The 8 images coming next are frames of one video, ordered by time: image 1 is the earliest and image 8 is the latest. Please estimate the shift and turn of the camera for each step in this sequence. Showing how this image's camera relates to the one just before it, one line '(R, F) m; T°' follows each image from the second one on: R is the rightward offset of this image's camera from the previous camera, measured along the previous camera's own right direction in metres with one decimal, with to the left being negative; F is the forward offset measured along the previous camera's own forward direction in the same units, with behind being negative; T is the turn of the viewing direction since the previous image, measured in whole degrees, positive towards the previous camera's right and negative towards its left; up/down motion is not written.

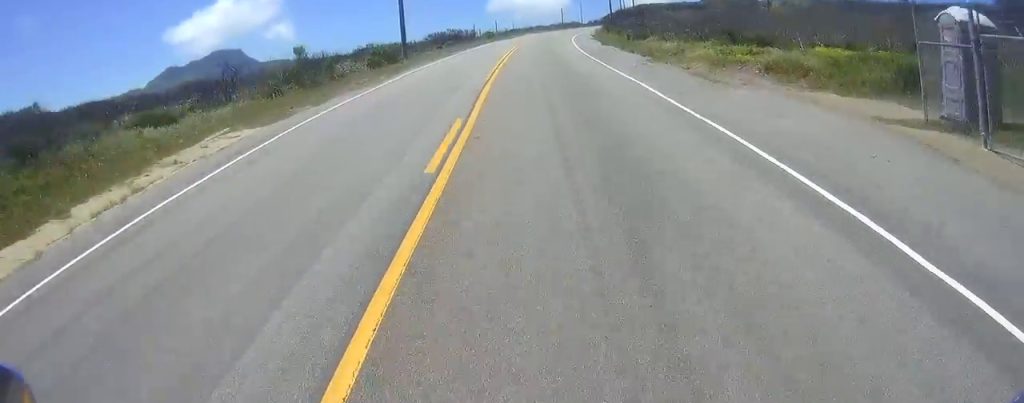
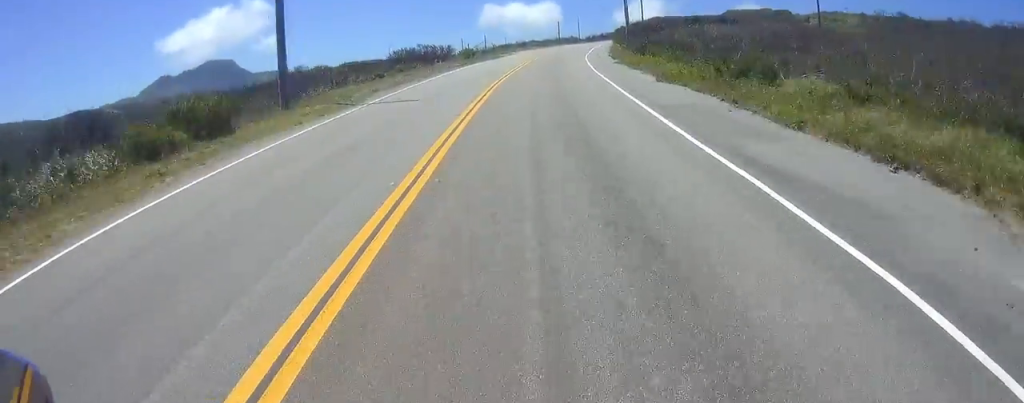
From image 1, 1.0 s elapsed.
(+1.3, +22.4) m; +3°
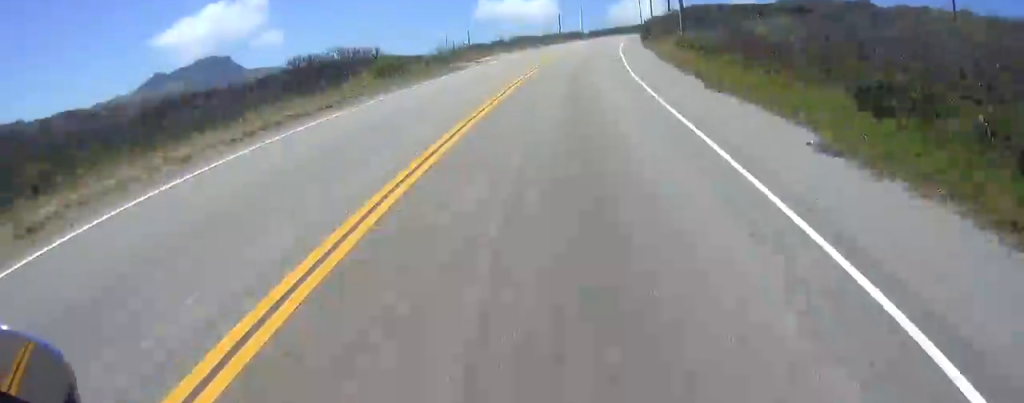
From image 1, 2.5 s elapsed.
(0.0, +34.6) m; 0°
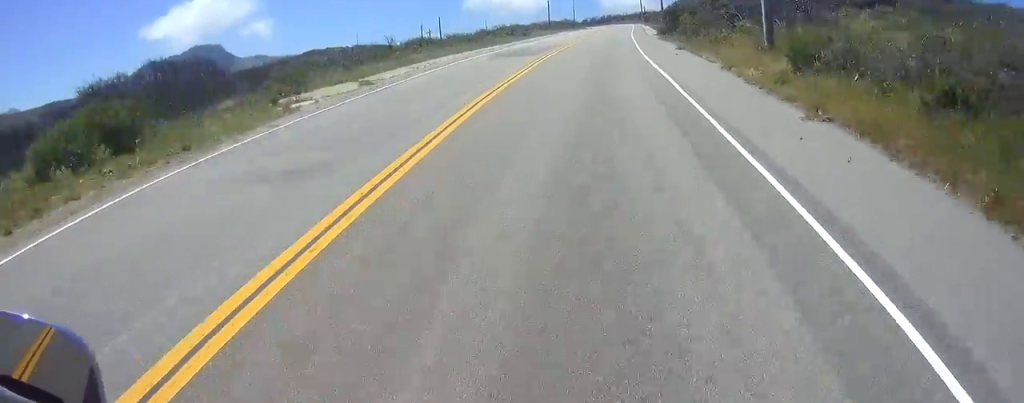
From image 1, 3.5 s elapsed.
(0.0, +23.8) m; 0°
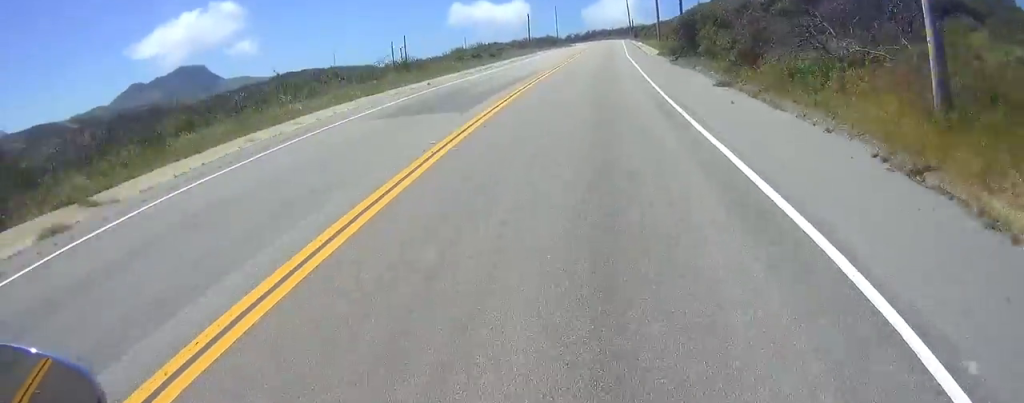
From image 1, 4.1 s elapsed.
(0.0, +14.6) m; +1°
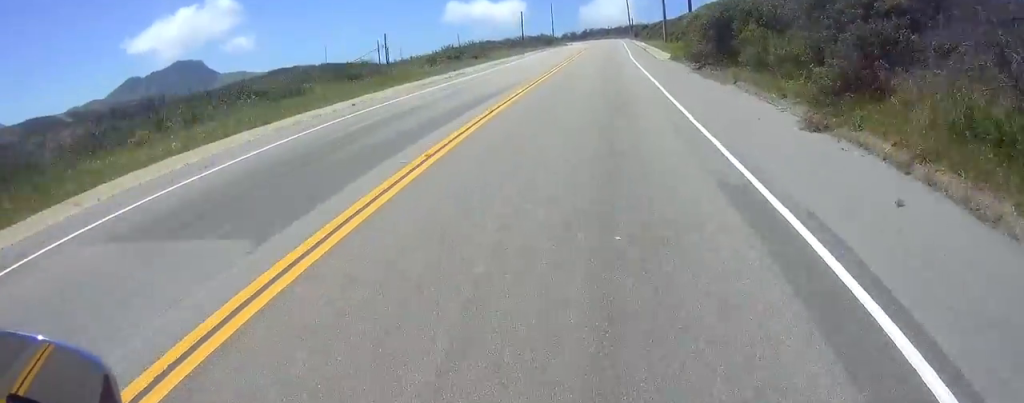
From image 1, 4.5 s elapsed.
(-0.2, +9.7) m; +1°
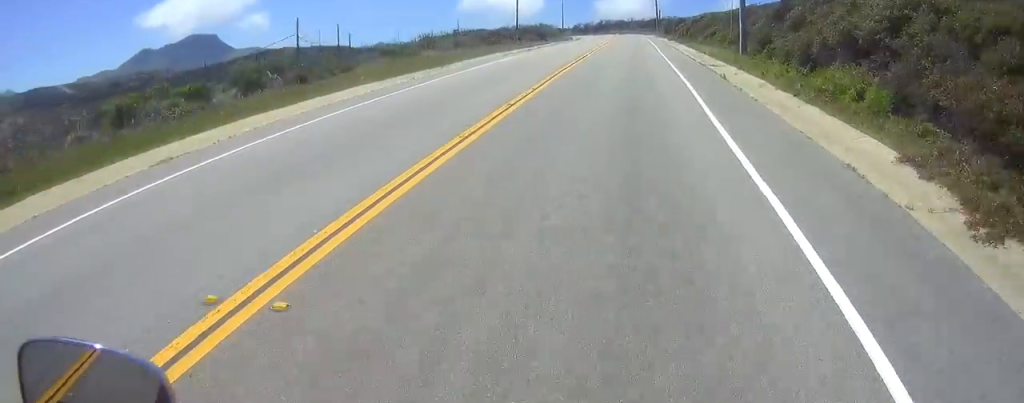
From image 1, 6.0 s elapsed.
(+1.2, +35.9) m; +2°
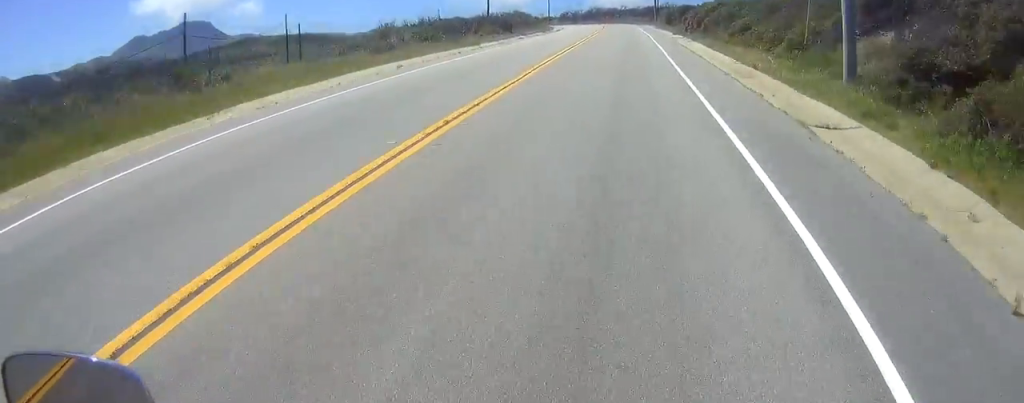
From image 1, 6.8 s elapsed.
(0.0, +17.6) m; 0°
